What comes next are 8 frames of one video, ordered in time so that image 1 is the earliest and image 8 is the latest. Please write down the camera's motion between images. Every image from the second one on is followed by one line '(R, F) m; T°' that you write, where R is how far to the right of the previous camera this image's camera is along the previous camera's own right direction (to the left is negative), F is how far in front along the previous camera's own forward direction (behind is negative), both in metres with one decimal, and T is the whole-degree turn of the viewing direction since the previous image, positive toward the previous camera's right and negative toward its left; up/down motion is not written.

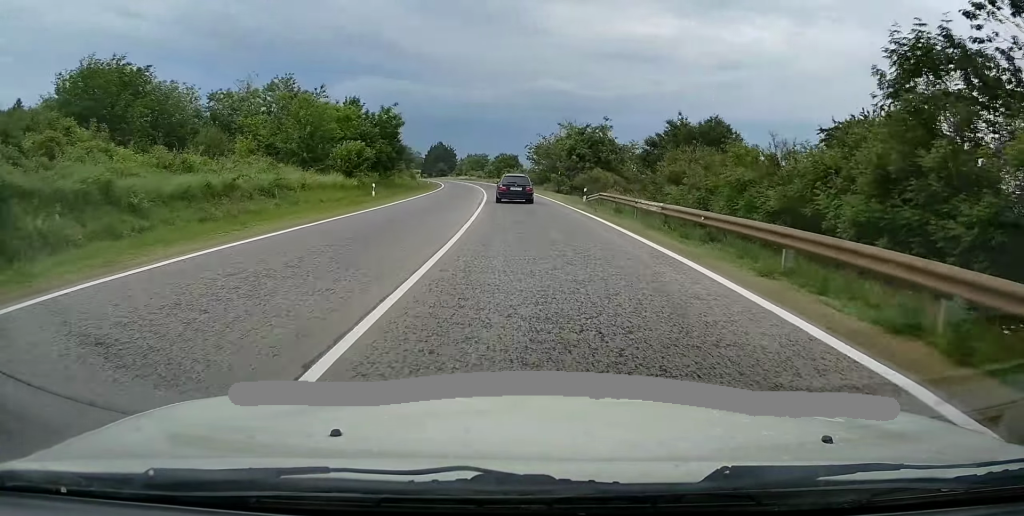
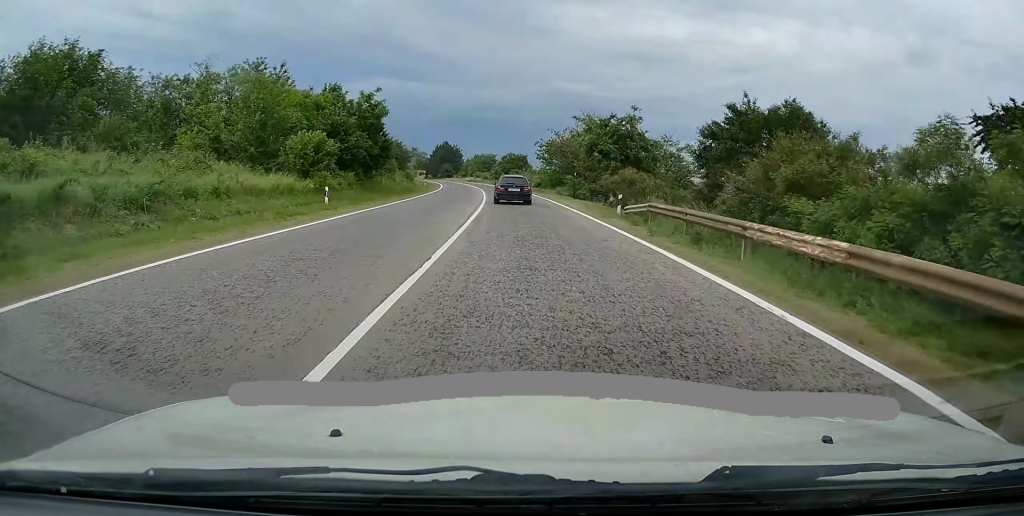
(-0.1, +9.6) m; -1°
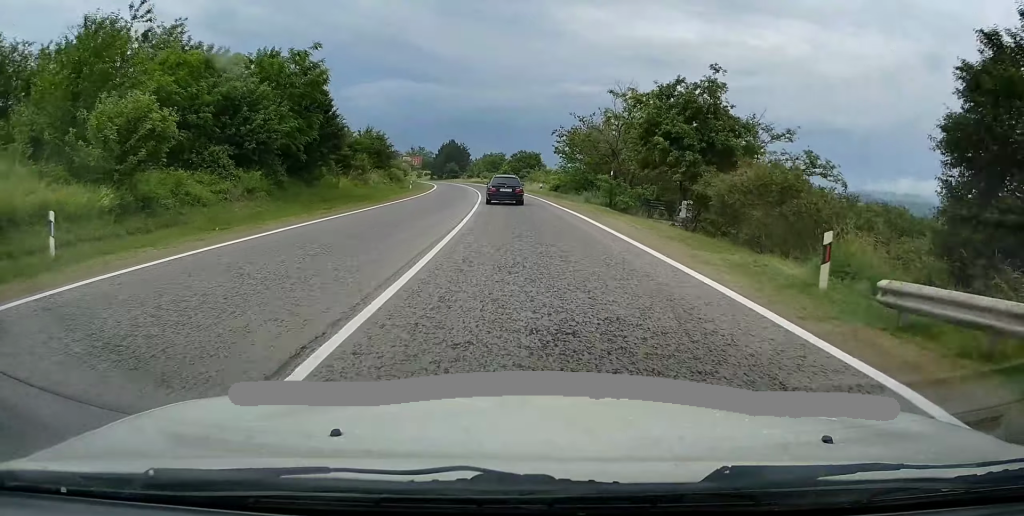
(-0.2, +15.9) m; -1°
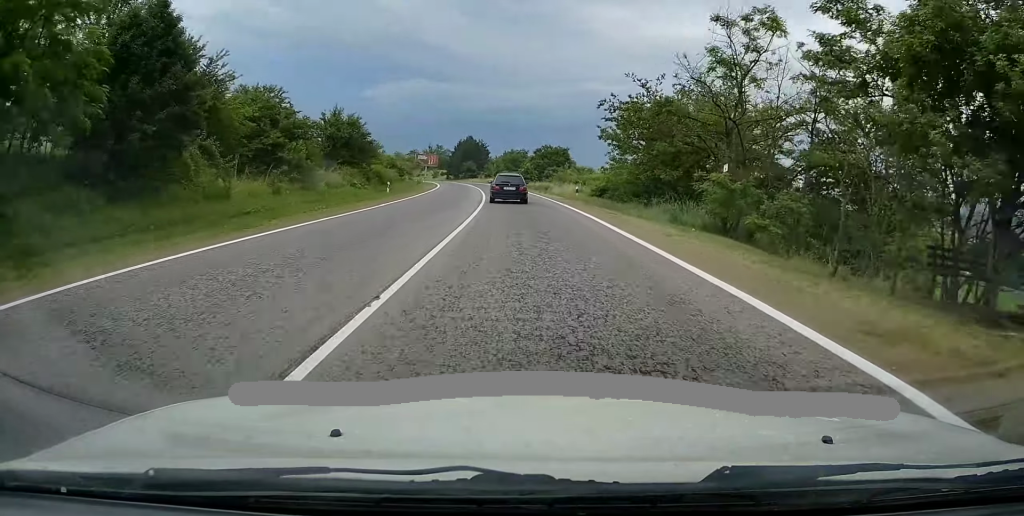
(-0.2, +17.5) m; -1°
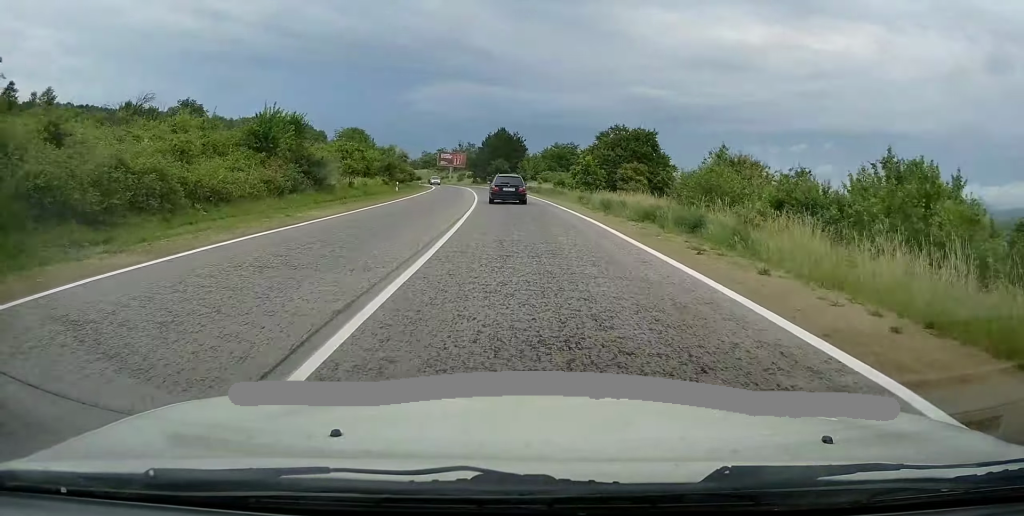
(-0.8, +40.4) m; -3°
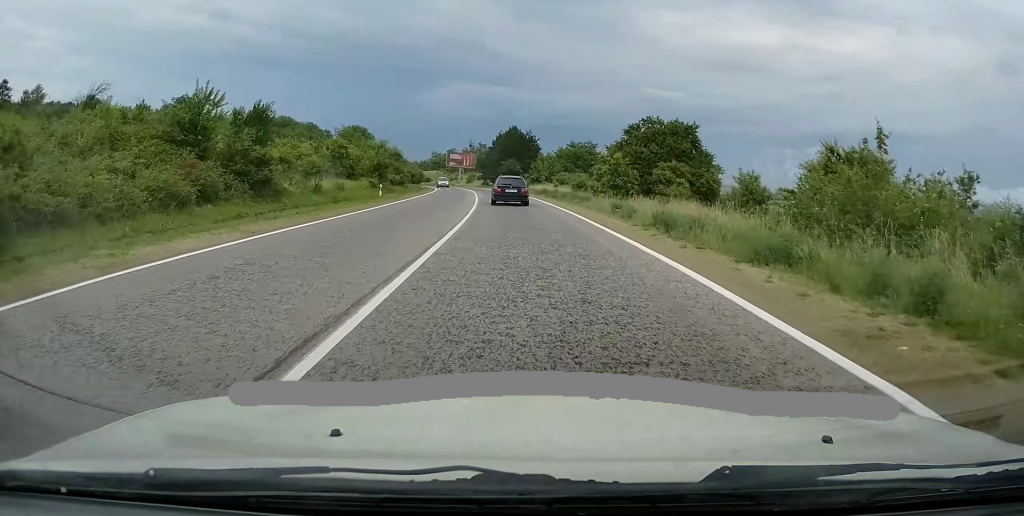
(-0.2, +9.5) m; -1°
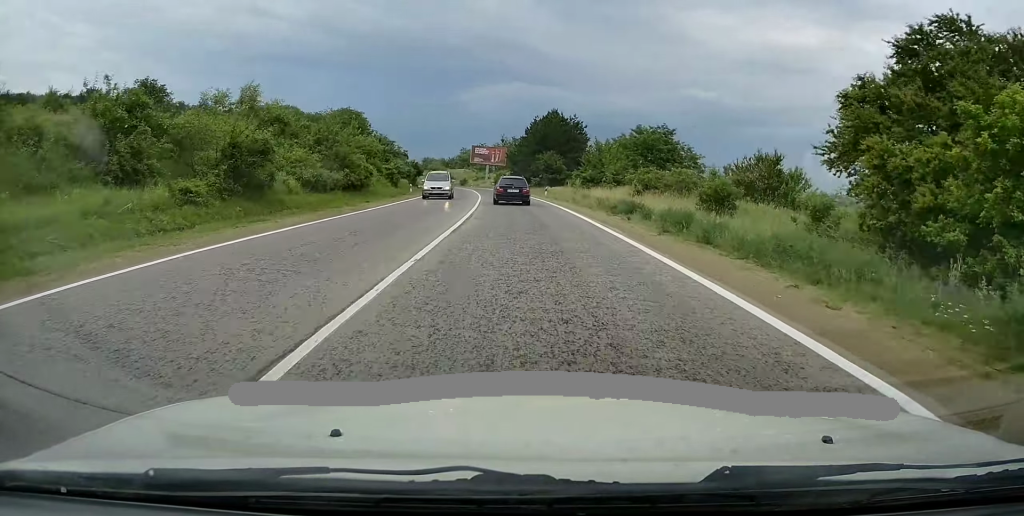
(-1.3, +32.1) m; -3°
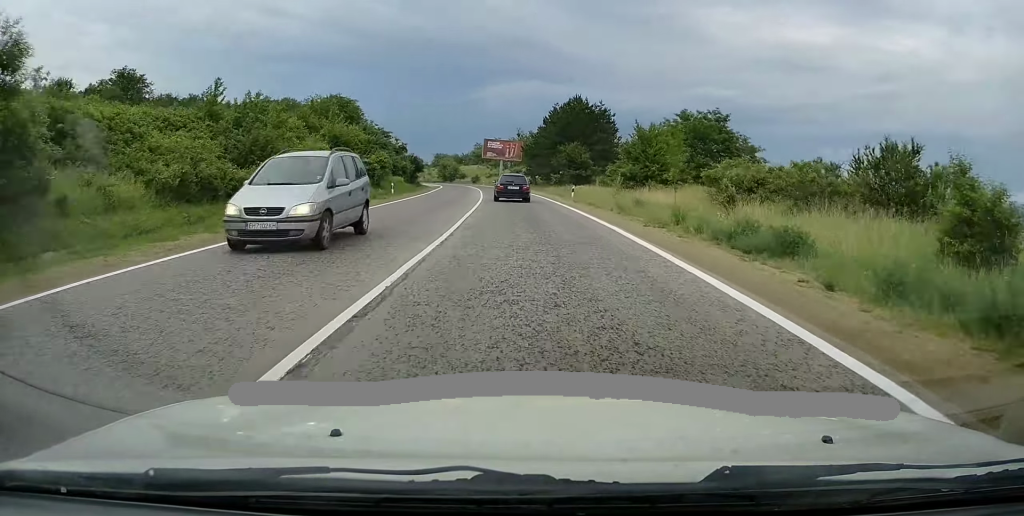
(-0.1, +14.0) m; -1°
